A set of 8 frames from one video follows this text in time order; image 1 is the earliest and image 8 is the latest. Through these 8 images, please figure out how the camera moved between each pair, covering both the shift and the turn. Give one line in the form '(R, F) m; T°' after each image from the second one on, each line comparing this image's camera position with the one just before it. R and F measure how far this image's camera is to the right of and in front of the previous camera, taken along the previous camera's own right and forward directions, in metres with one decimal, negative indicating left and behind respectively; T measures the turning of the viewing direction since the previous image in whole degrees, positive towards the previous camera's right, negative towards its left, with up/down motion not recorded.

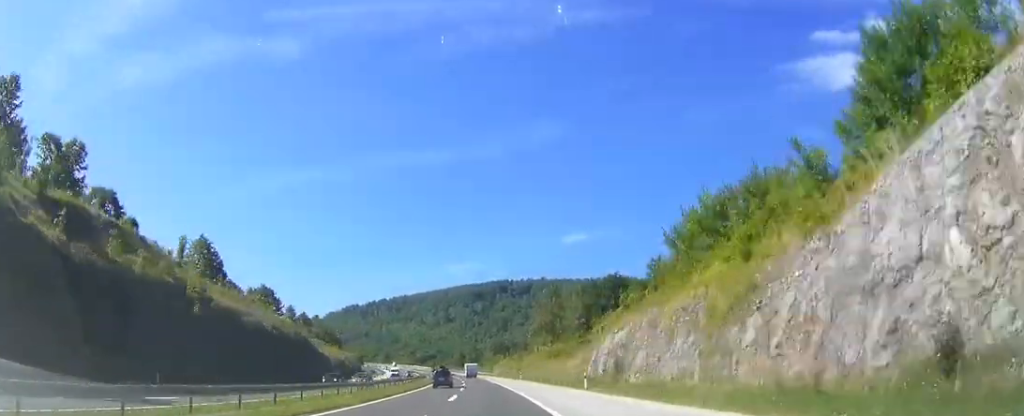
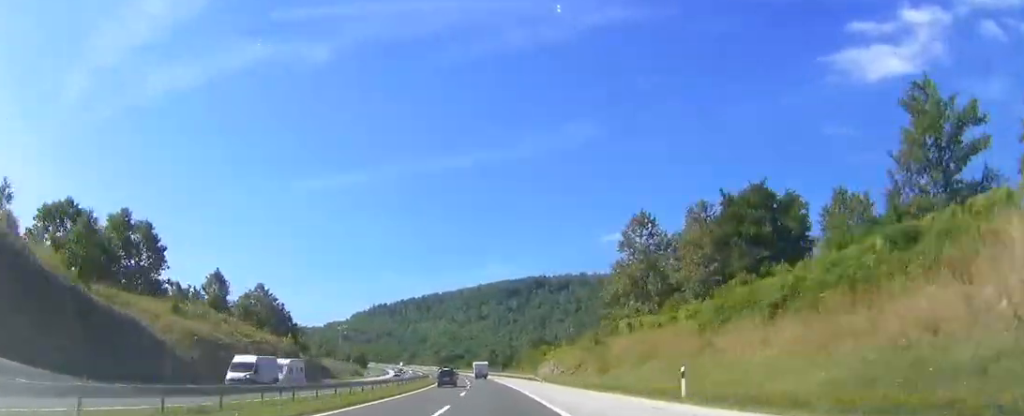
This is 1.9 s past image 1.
(-1.5, +58.7) m; -3°
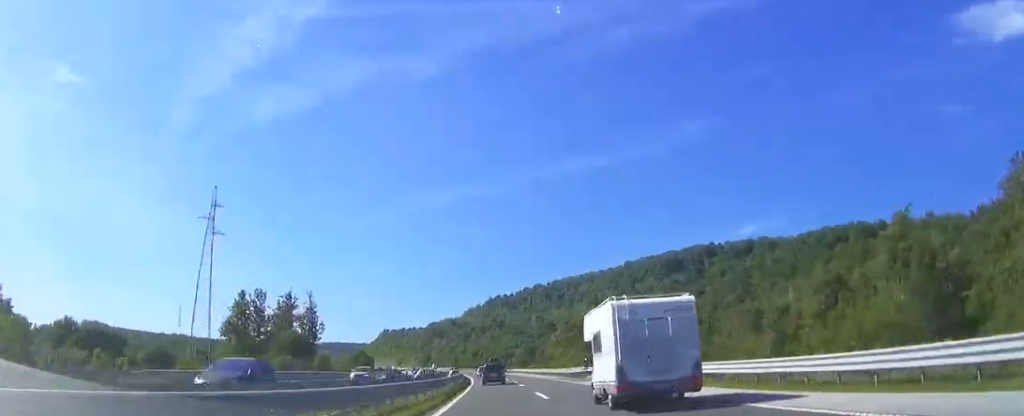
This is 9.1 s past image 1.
(-17.3, +206.1) m; -10°
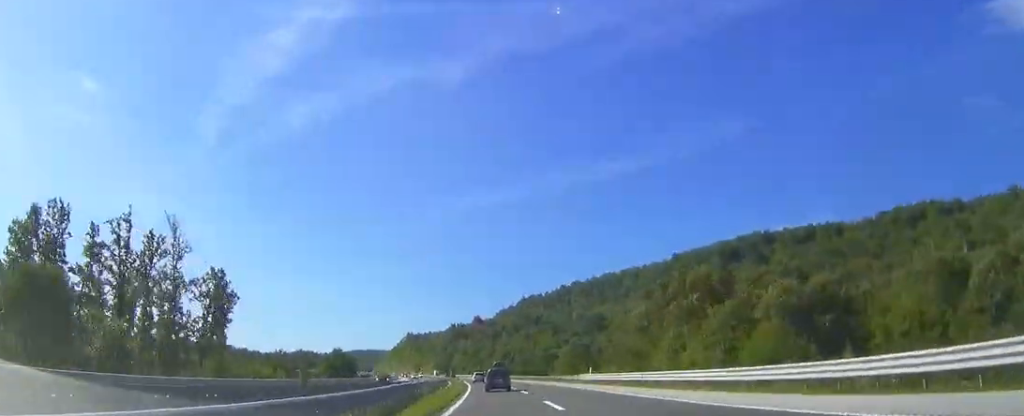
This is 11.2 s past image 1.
(0.0, +59.0) m; -3°
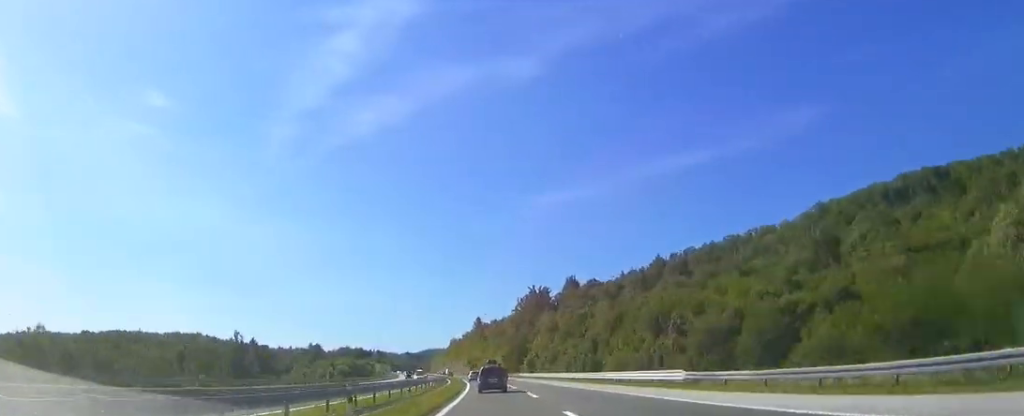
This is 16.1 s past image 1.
(-13.5, +231.1) m; -7°
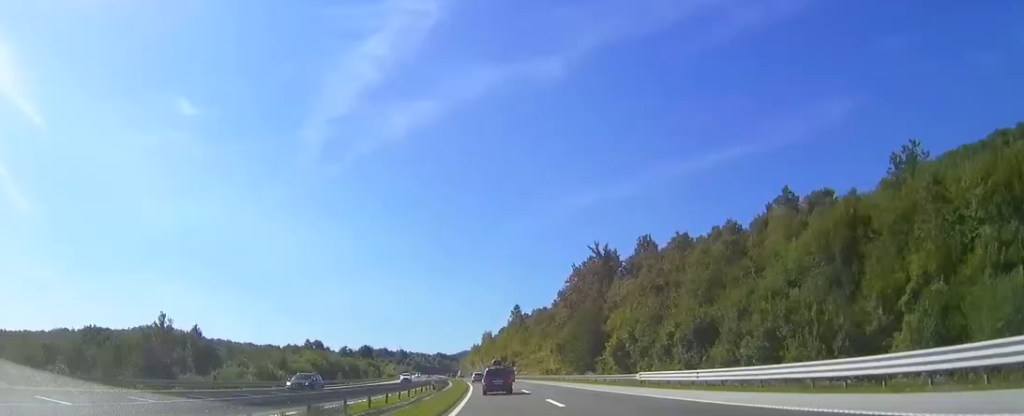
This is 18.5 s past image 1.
(-3.8, +93.1) m; -4°
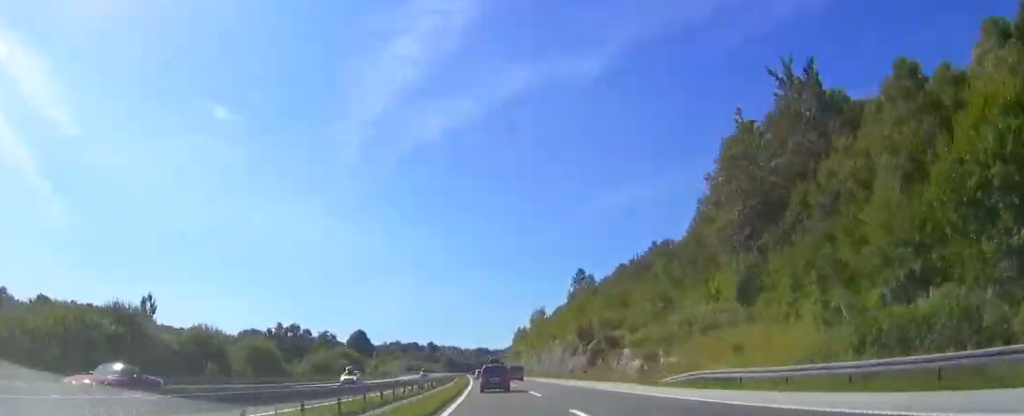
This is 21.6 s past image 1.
(-5.8, +107.3) m; -4°
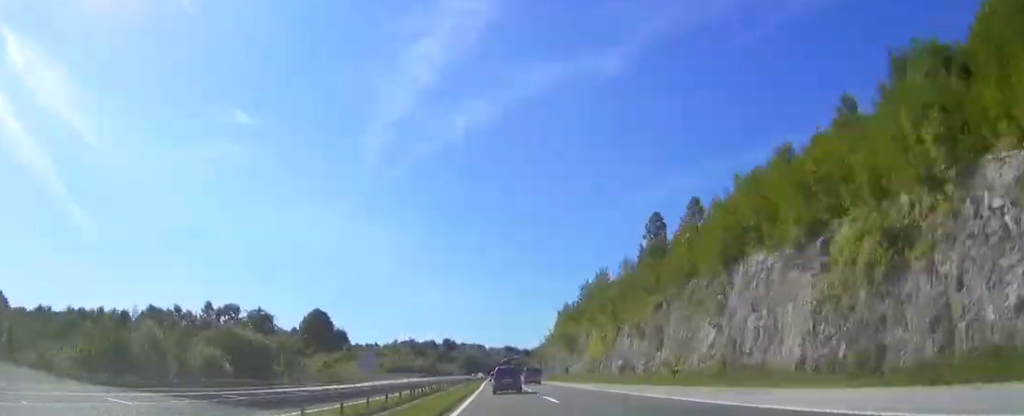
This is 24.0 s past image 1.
(-1.9, +80.2) m; -2°
